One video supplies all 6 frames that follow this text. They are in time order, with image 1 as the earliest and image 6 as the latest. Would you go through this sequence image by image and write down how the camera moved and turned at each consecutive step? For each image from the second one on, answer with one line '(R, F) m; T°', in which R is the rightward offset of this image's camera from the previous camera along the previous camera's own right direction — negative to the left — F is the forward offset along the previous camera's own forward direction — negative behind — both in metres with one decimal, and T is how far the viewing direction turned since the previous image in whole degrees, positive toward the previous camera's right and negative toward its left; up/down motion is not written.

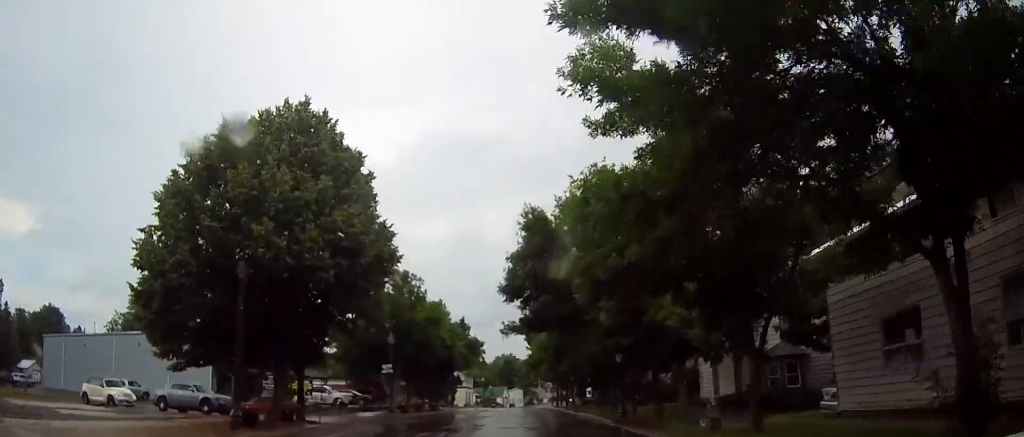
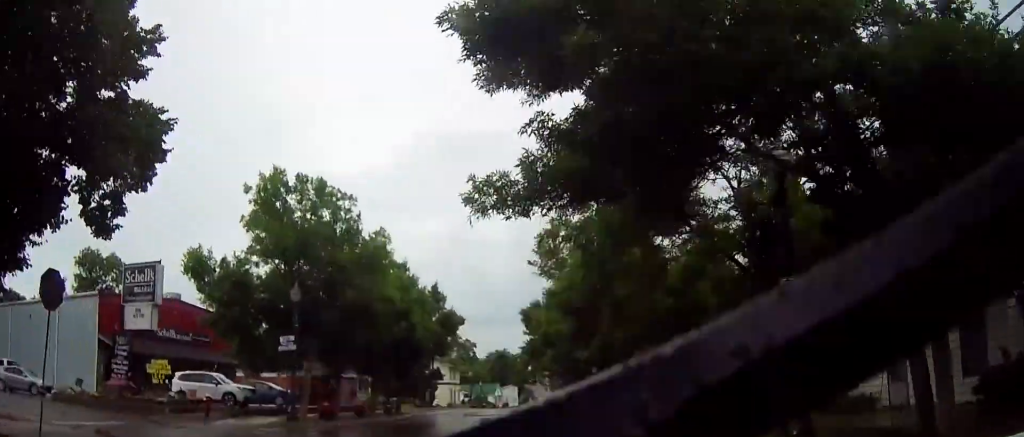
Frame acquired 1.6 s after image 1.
(-0.3, +18.3) m; +1°
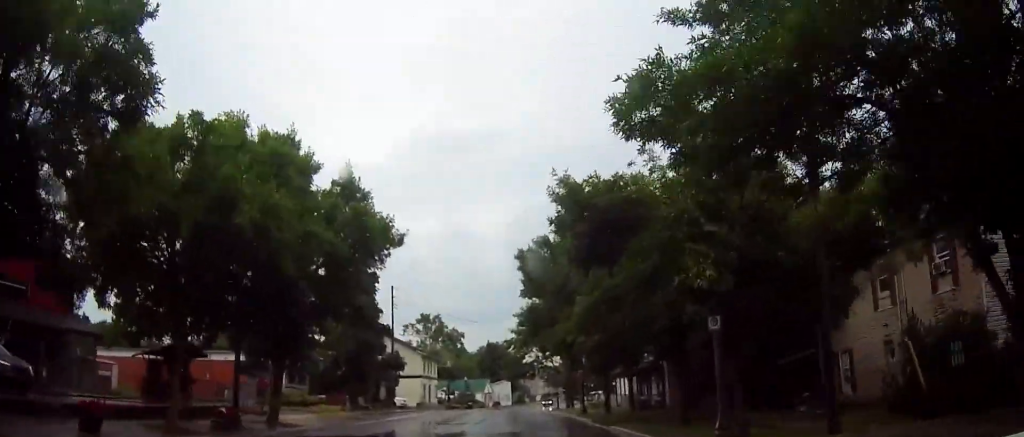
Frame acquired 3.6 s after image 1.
(+0.6, +23.1) m; -1°
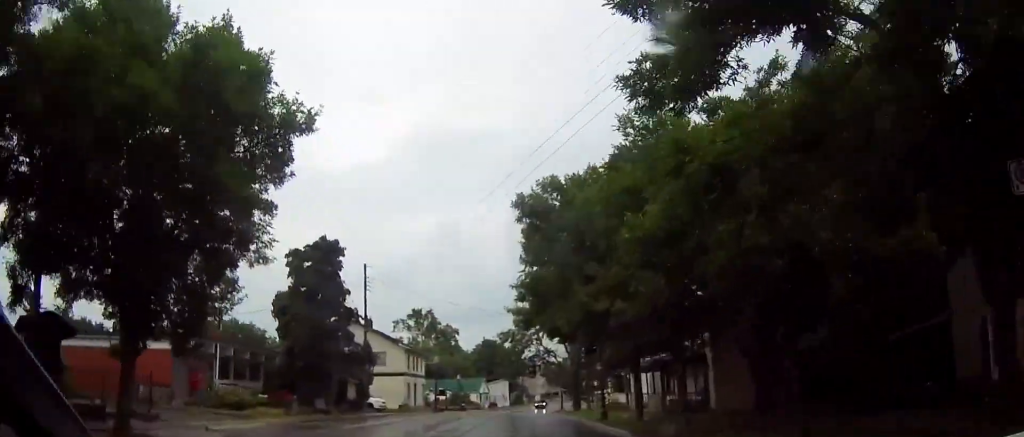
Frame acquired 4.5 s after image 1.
(-0.2, +9.7) m; +1°
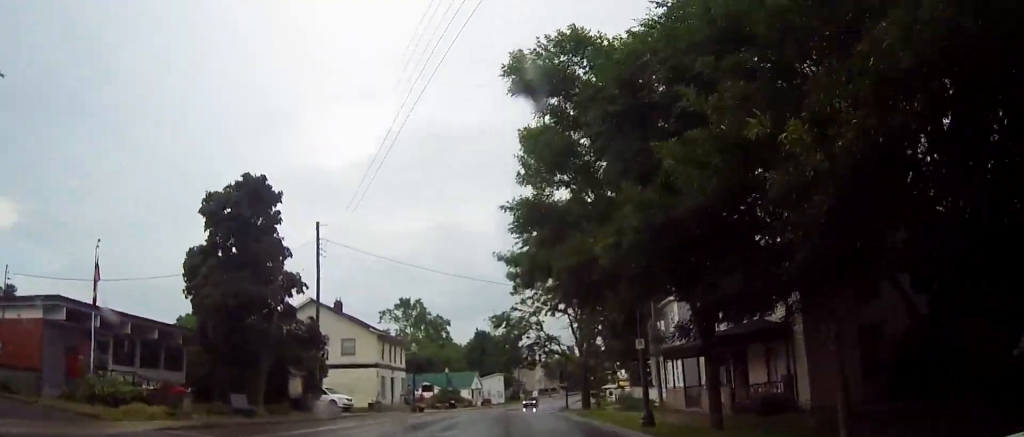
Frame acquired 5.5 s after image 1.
(+0.4, +10.8) m; +3°
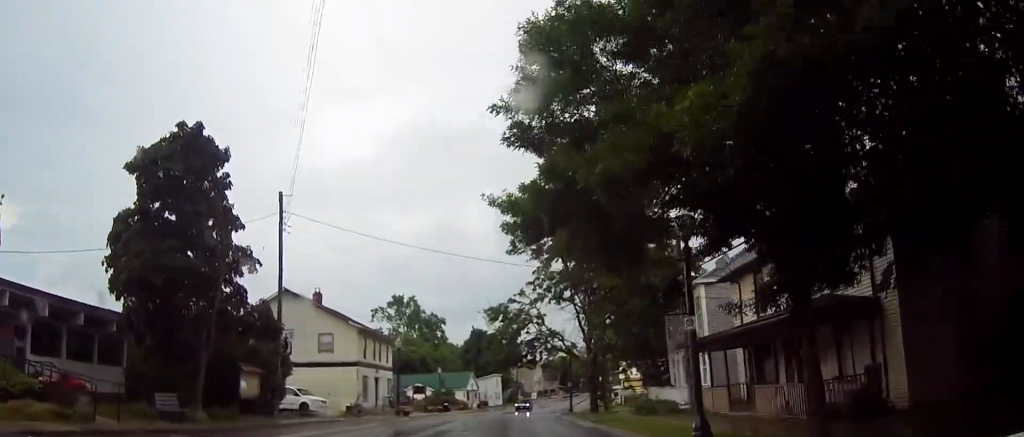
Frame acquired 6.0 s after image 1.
(+0.1, +5.9) m; +1°
